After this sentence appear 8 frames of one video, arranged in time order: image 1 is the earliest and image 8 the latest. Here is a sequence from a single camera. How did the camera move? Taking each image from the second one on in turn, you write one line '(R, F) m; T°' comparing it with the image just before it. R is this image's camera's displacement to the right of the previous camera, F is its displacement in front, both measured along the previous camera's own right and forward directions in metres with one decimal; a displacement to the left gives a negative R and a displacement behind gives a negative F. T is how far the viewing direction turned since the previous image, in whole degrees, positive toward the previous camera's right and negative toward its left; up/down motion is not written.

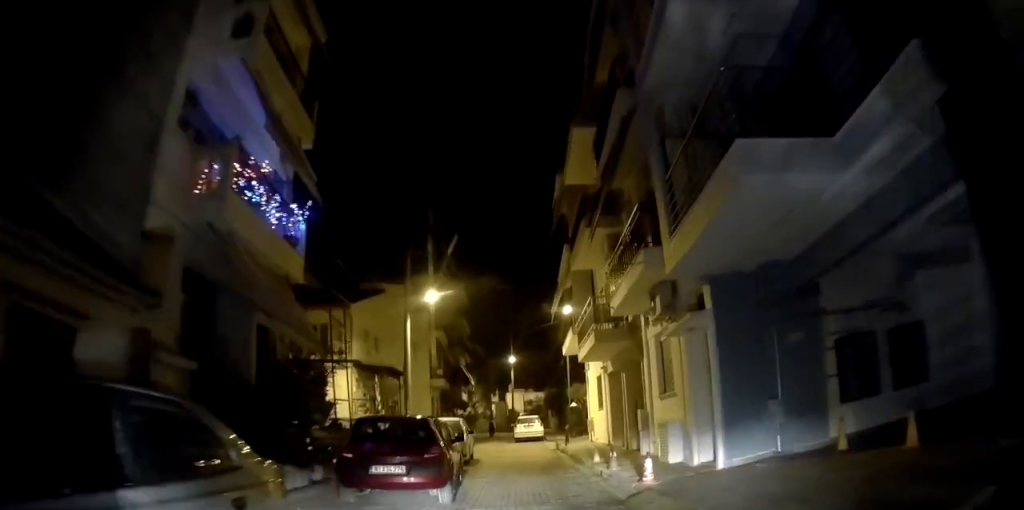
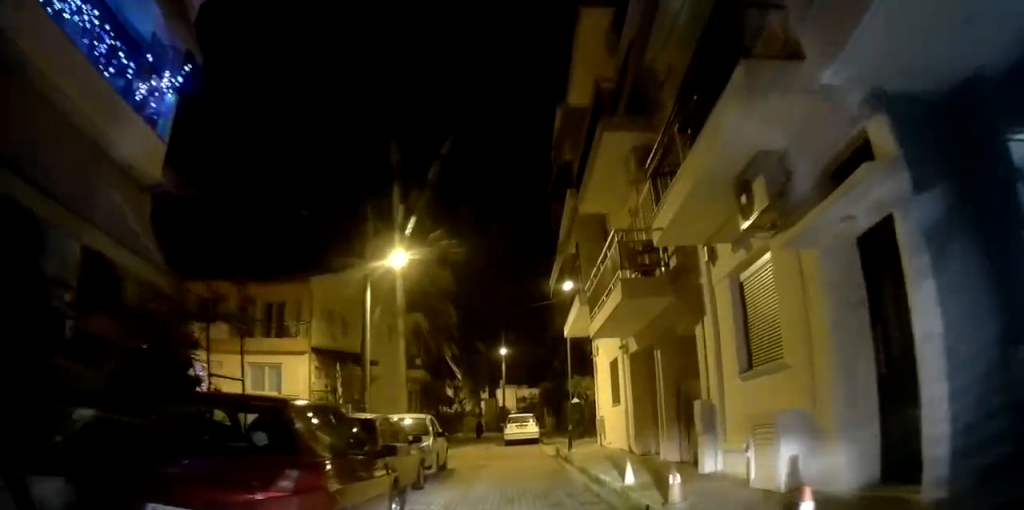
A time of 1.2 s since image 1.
(-0.6, +5.3) m; -4°
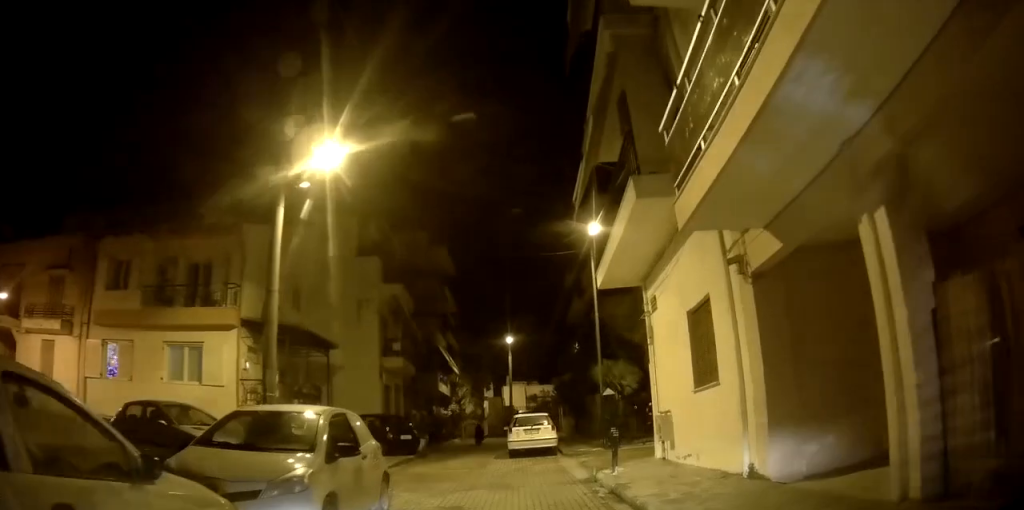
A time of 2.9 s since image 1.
(+0.8, +7.4) m; +13°
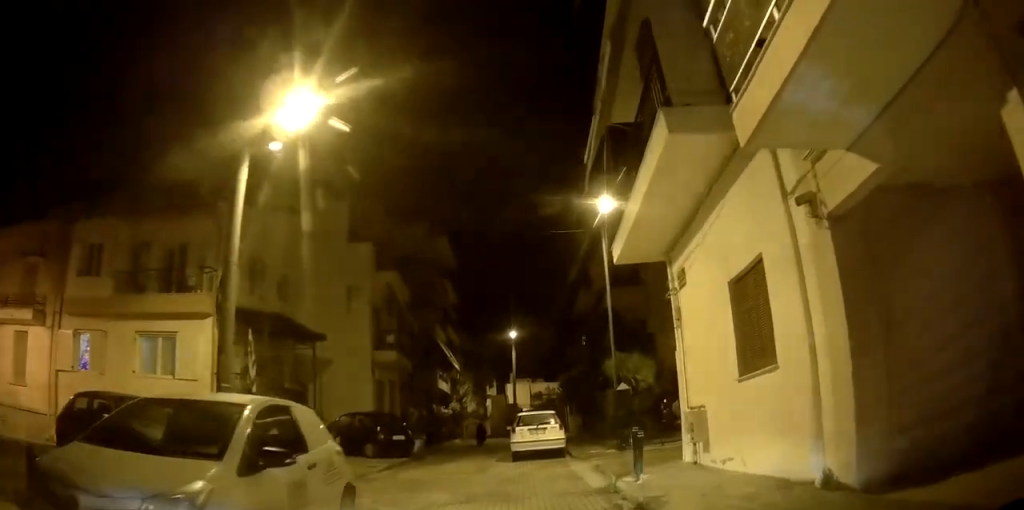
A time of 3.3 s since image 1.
(0.0, +1.8) m; +2°
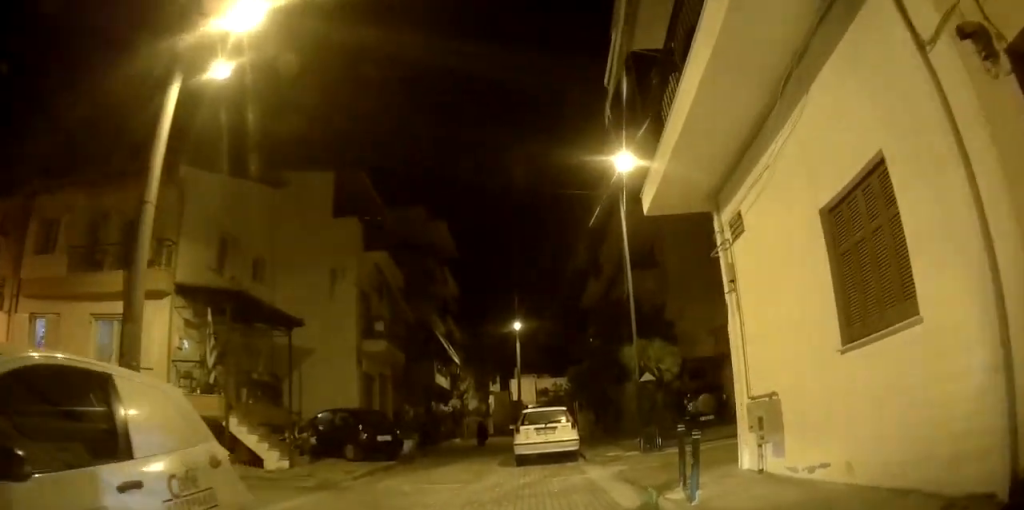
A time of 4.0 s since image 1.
(+0.4, +2.9) m; -2°
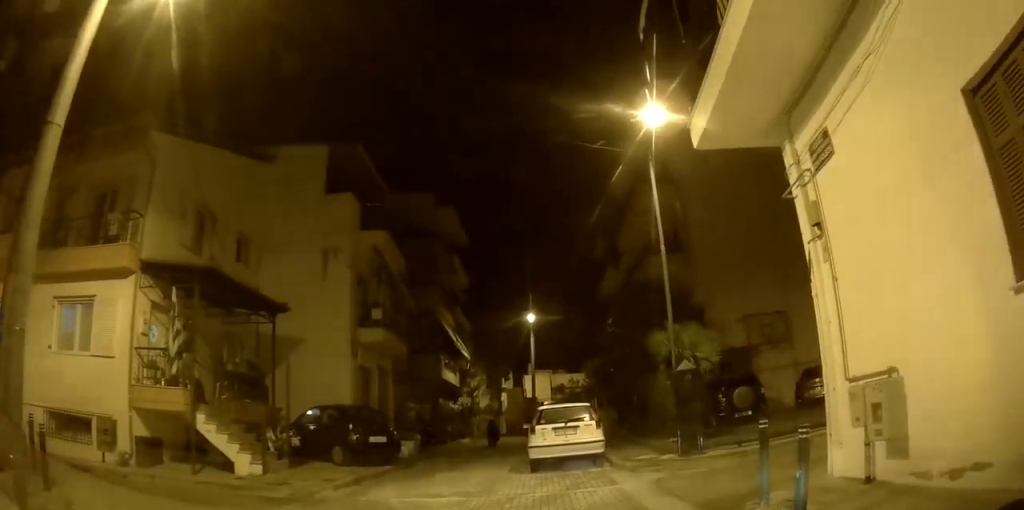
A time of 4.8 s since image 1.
(-0.4, +2.5) m; +1°
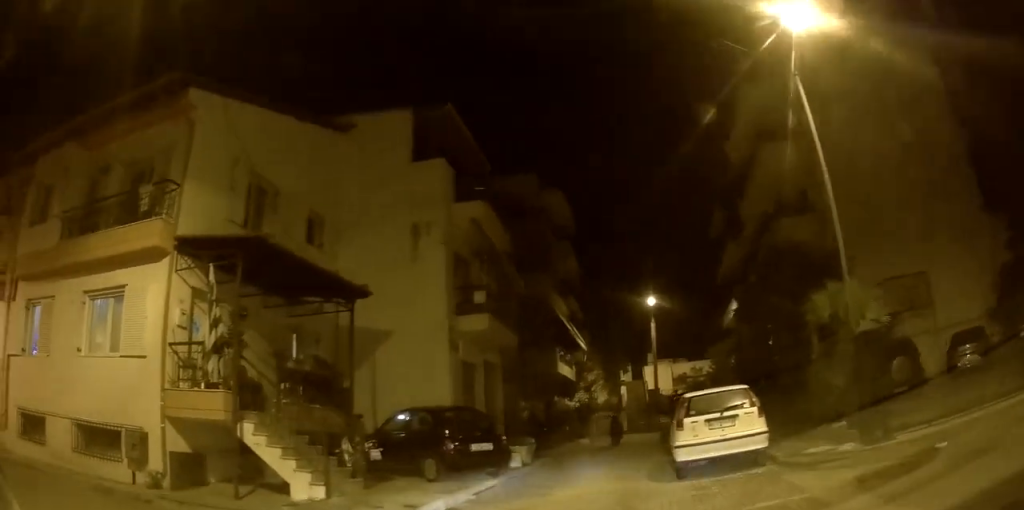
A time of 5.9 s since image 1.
(+0.4, +2.8) m; -8°
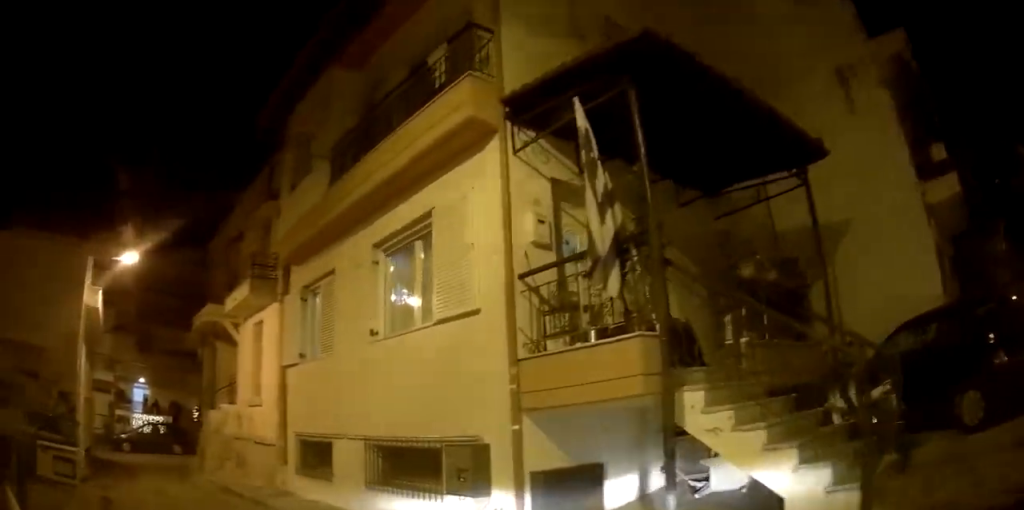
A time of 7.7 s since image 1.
(-2.2, +2.7) m; -68°
